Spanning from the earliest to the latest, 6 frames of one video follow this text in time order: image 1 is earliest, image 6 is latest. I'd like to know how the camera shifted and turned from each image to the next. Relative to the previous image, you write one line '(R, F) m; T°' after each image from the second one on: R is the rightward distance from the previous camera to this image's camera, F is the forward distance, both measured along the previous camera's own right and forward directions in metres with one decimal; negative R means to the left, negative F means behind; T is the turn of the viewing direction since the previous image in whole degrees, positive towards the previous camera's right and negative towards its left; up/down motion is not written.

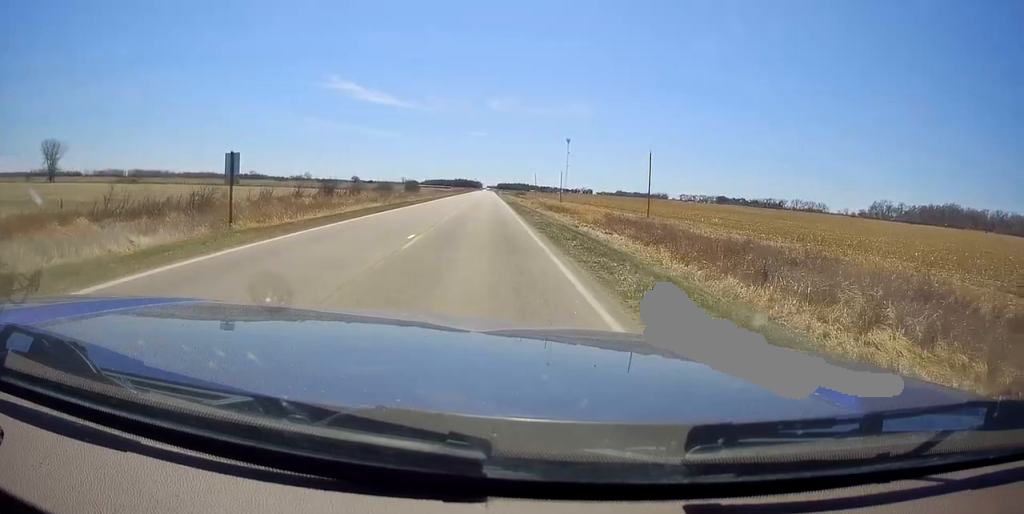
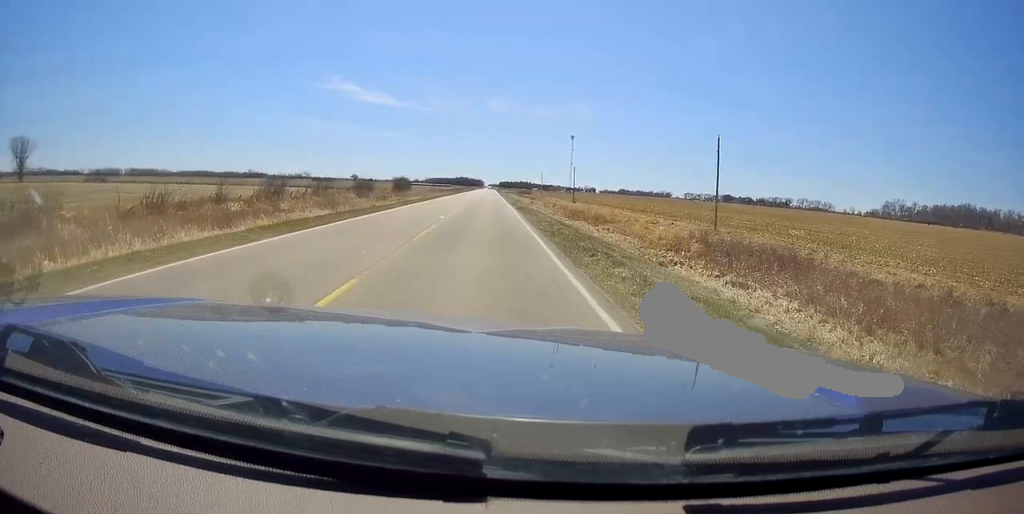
(0.0, +20.8) m; 0°
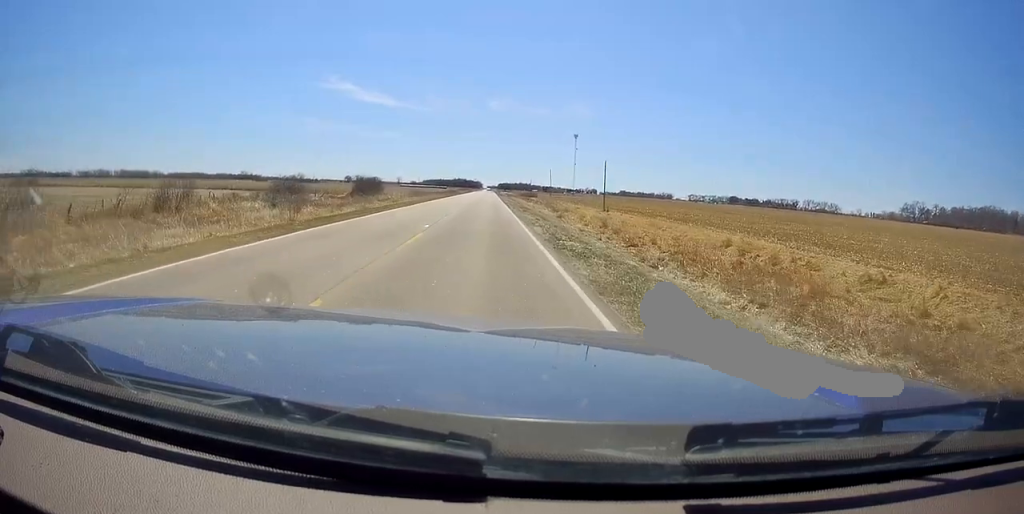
(0.0, +37.1) m; 0°
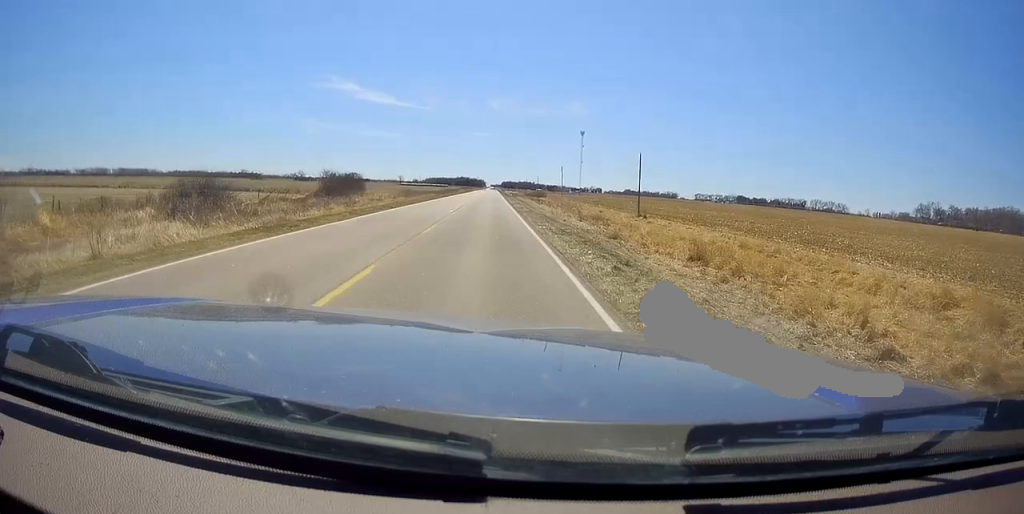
(0.0, +20.3) m; 0°
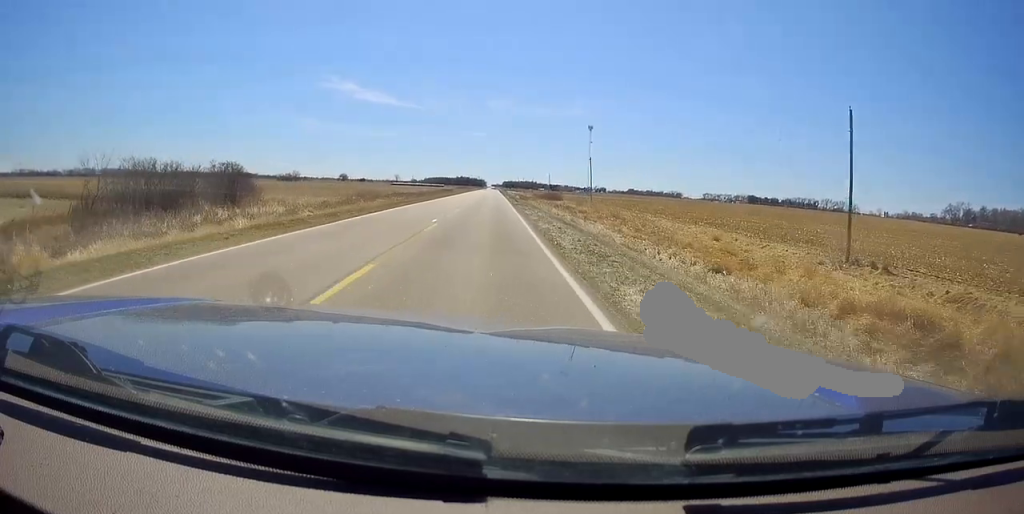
(0.0, +45.5) m; 0°
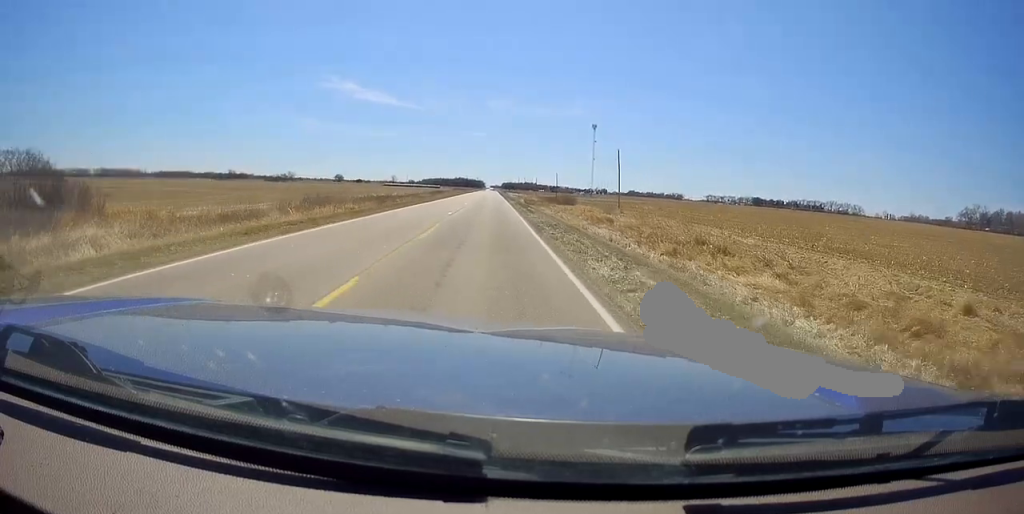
(0.0, +25.5) m; 0°
